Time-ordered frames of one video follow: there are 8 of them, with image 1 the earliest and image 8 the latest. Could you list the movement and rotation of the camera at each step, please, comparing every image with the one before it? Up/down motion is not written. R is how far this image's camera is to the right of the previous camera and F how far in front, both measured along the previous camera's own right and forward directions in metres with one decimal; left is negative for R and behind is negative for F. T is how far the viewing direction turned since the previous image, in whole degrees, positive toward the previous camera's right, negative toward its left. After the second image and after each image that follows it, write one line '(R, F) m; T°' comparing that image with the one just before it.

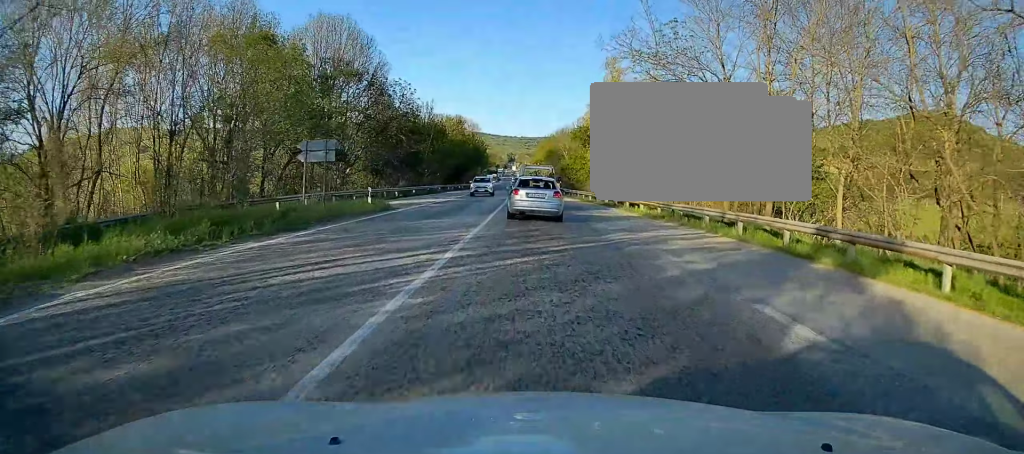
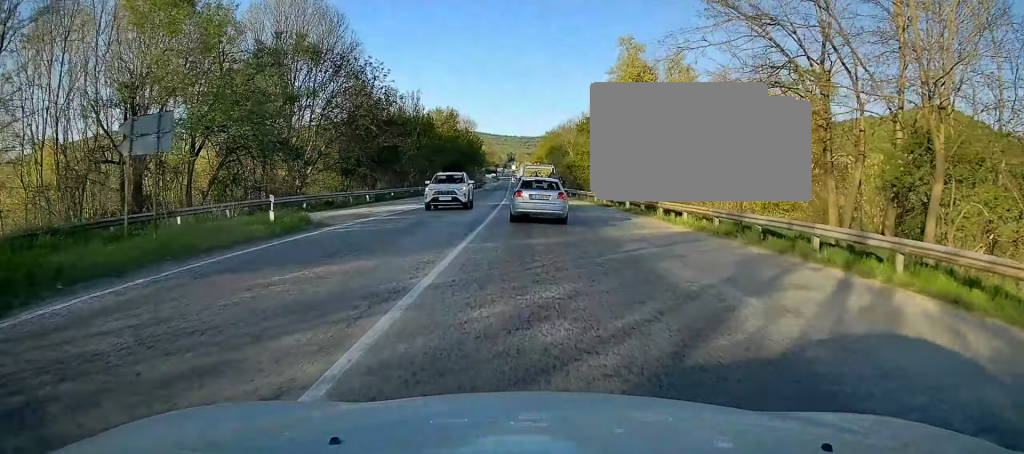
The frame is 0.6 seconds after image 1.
(0.0, +10.2) m; +1°
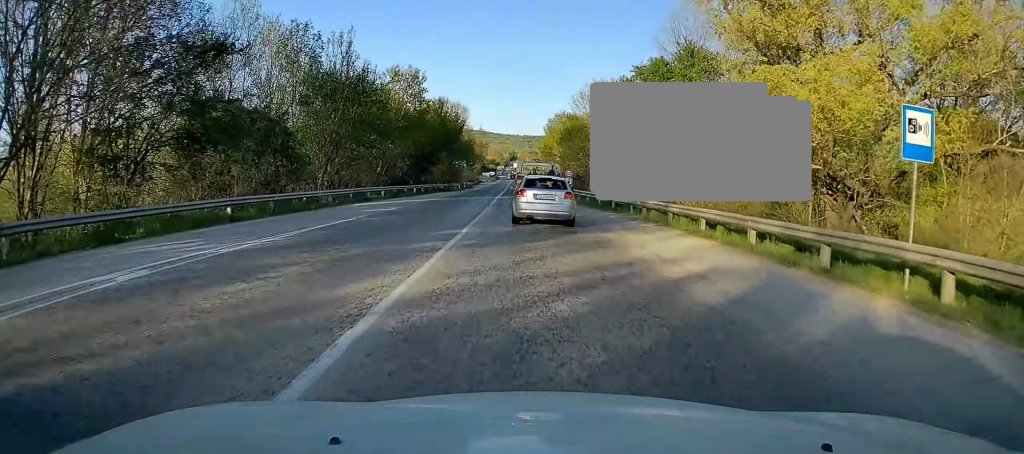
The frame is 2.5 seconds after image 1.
(-0.2, +30.0) m; -2°
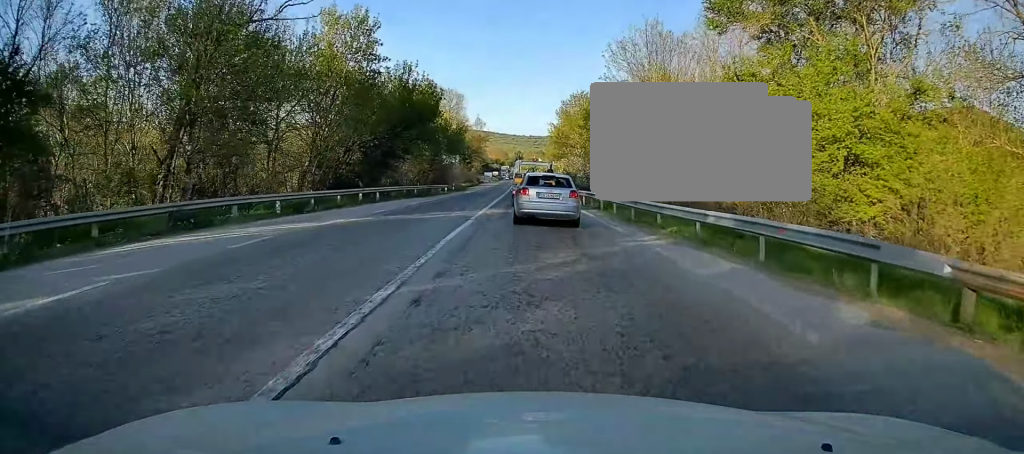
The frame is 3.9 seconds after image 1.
(+0.2, +20.5) m; +1°
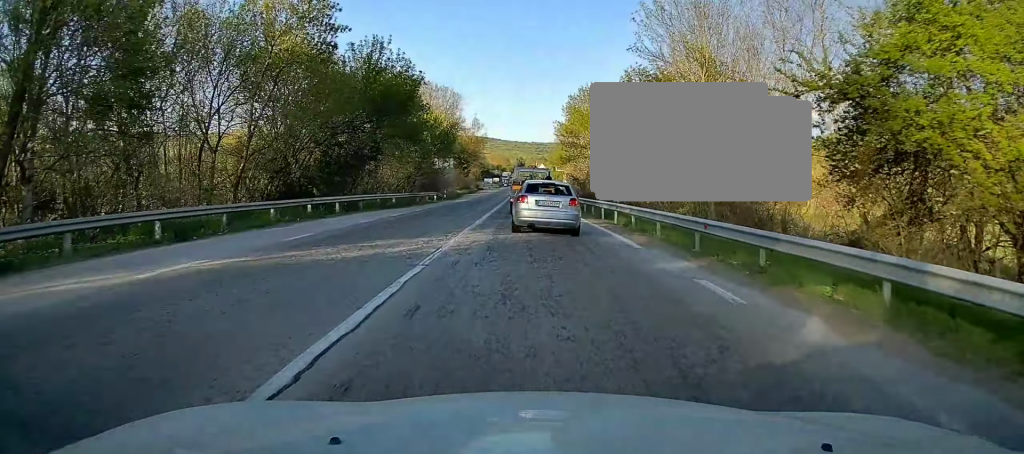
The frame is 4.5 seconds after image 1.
(+0.3, +9.1) m; 0°
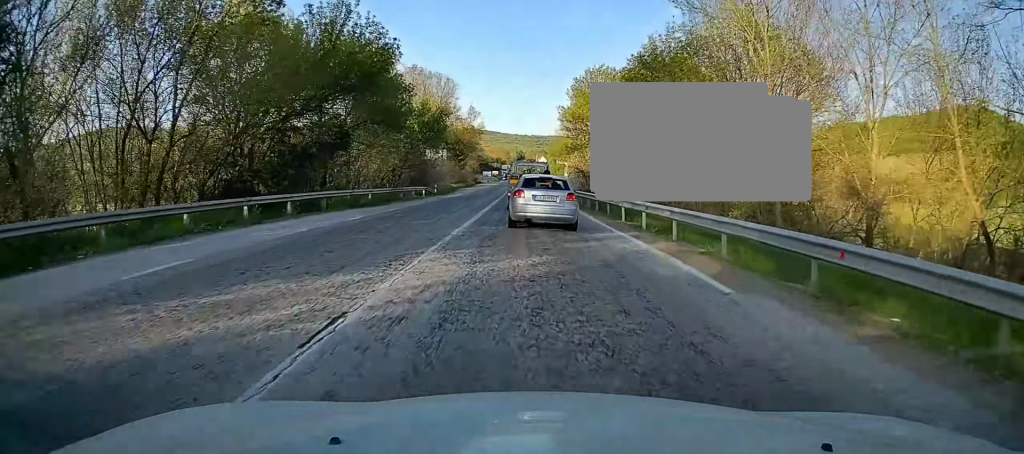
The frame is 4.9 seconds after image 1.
(-0.2, +6.5) m; 0°
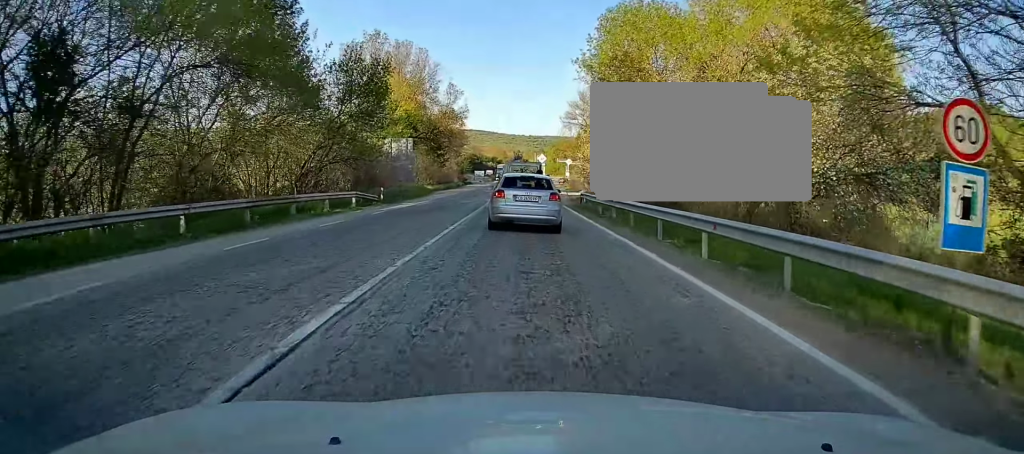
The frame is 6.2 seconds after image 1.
(+0.1, +20.0) m; 0°
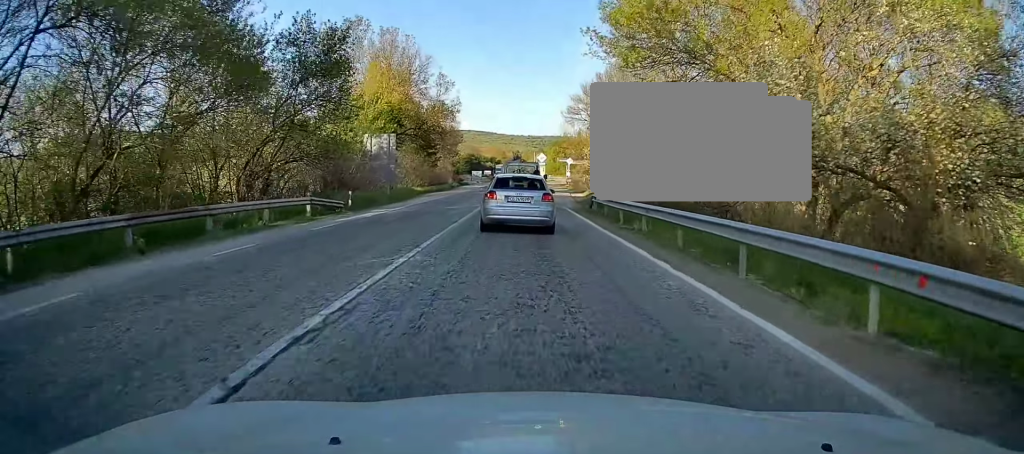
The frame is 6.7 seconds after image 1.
(0.0, +6.5) m; 0°
